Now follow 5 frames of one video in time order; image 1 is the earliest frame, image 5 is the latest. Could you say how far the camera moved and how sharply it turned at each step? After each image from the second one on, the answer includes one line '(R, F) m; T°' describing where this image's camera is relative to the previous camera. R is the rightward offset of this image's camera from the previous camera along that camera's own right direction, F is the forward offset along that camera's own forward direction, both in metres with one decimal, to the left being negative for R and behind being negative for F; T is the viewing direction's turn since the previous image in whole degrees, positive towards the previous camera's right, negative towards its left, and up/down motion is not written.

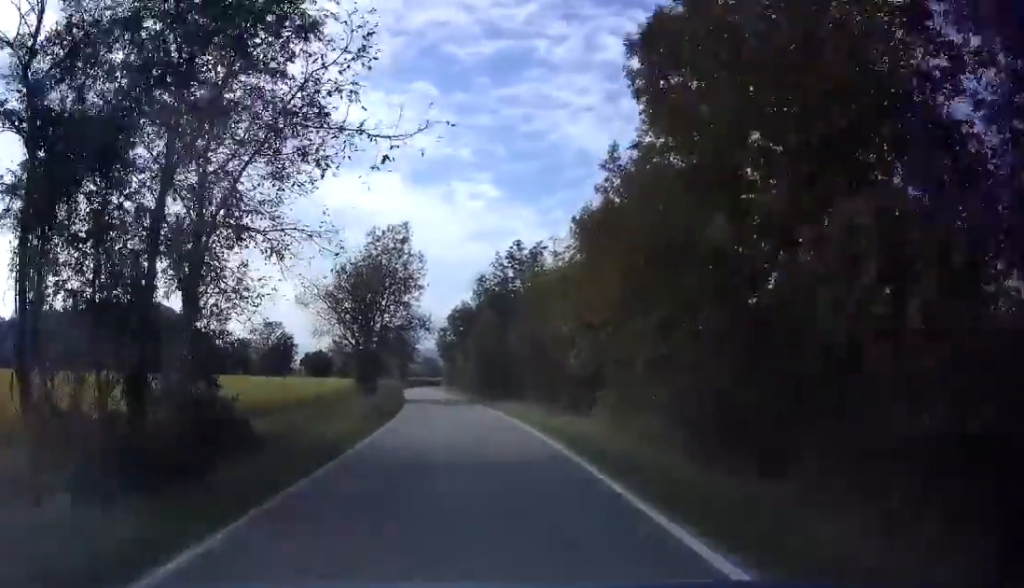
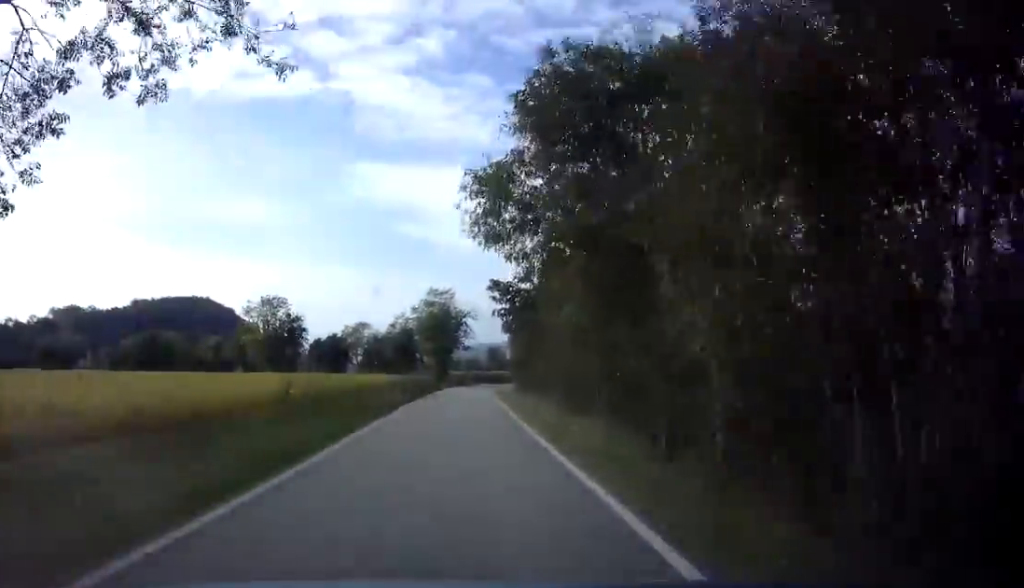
(-2.7, +41.8) m; -6°
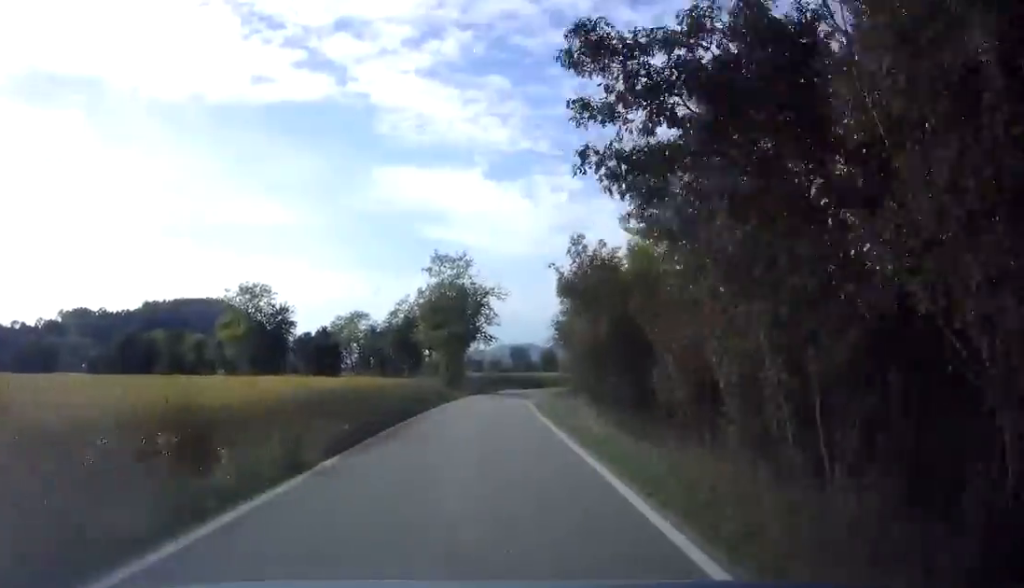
(-0.1, +20.2) m; 0°
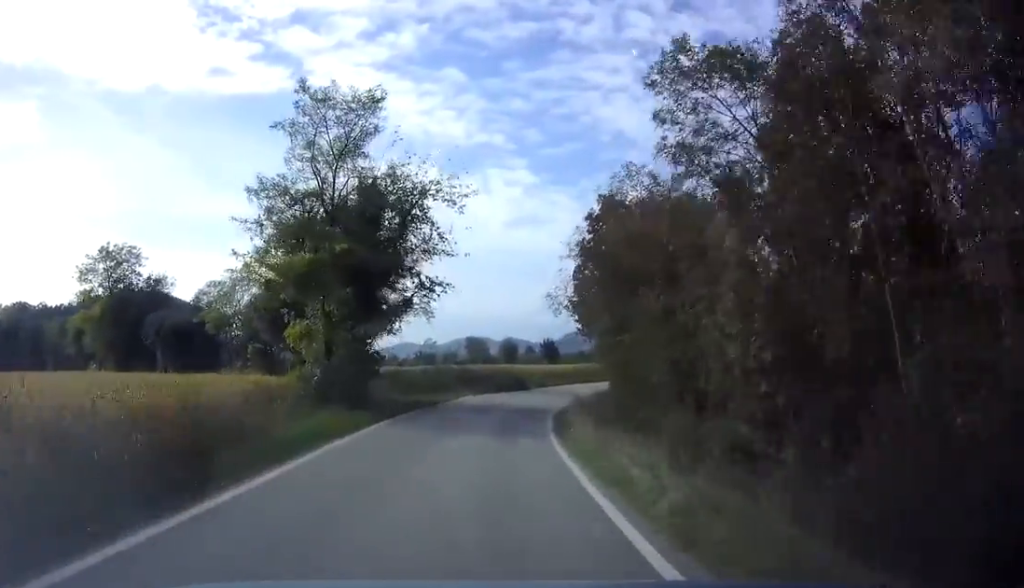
(+0.2, +26.2) m; +3°
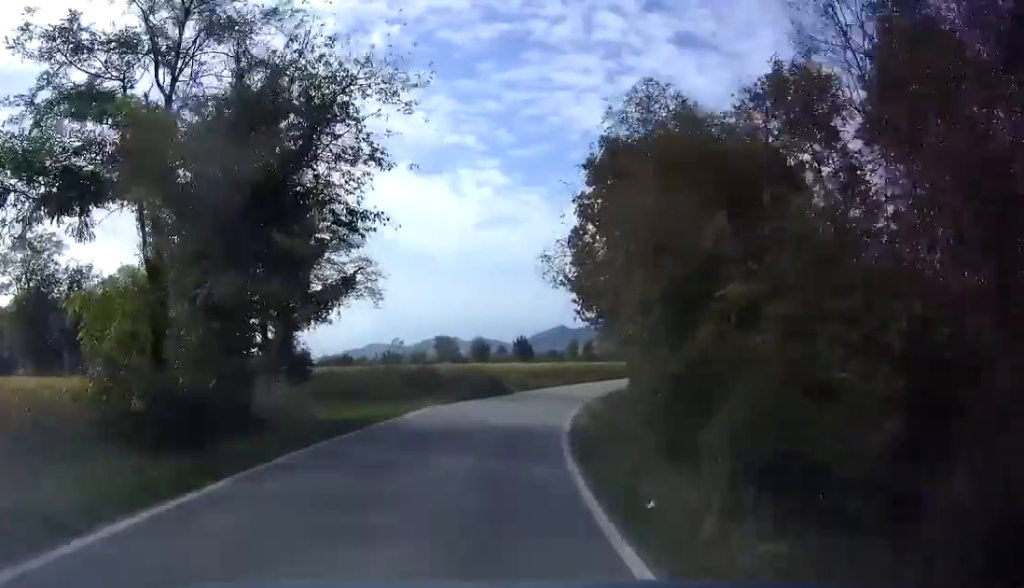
(+0.3, +9.3) m; +4°
